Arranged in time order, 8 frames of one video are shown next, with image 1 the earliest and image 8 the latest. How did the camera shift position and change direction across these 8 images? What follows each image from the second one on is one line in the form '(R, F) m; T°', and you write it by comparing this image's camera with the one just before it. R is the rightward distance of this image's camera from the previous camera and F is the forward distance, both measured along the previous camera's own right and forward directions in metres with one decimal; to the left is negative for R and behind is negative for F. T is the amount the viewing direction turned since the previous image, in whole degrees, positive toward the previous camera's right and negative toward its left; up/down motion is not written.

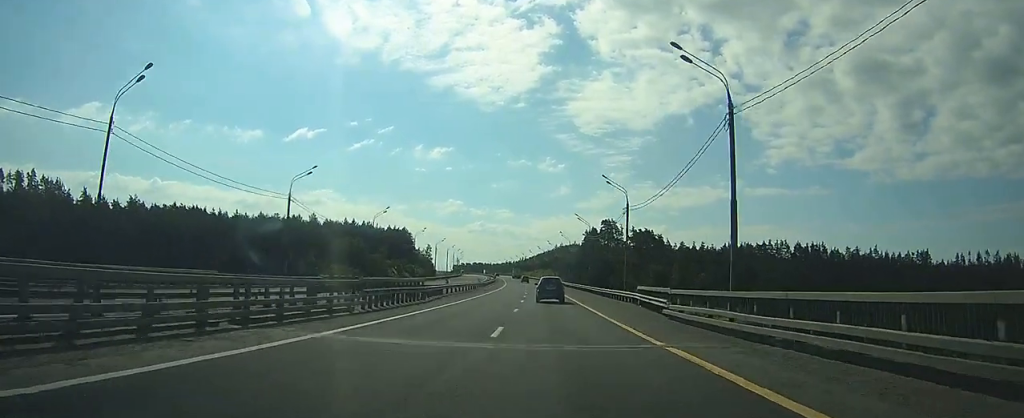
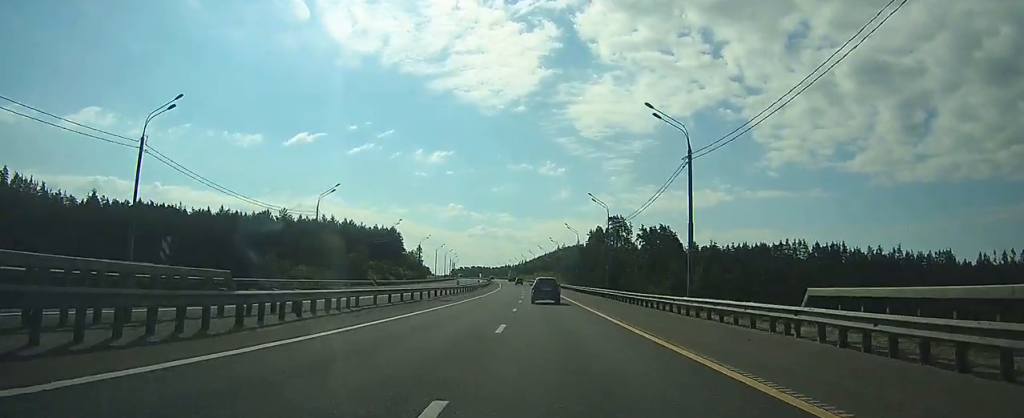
(+0.1, +22.9) m; 0°
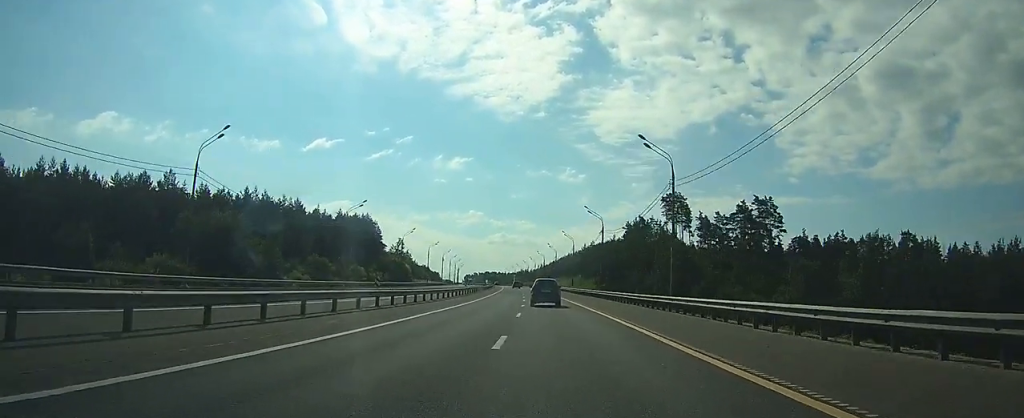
(-1.0, +63.3) m; -2°
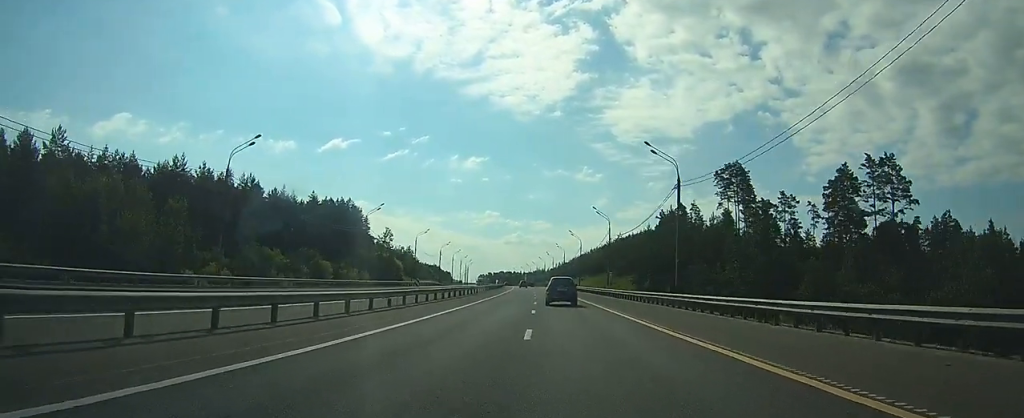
(-0.3, +33.9) m; -2°
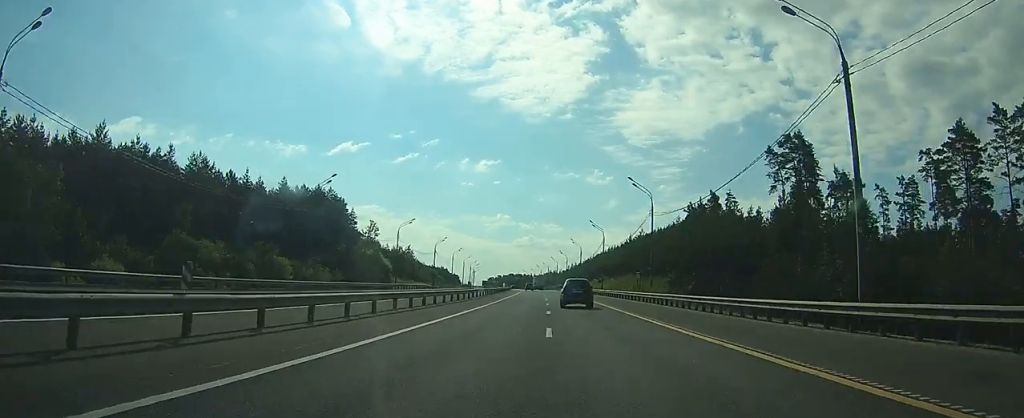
(-0.3, +23.0) m; -1°
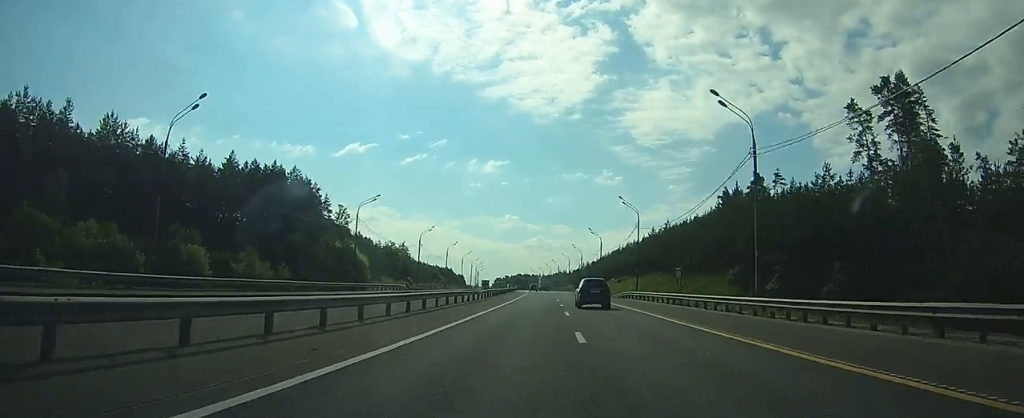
(-0.2, +25.2) m; -1°
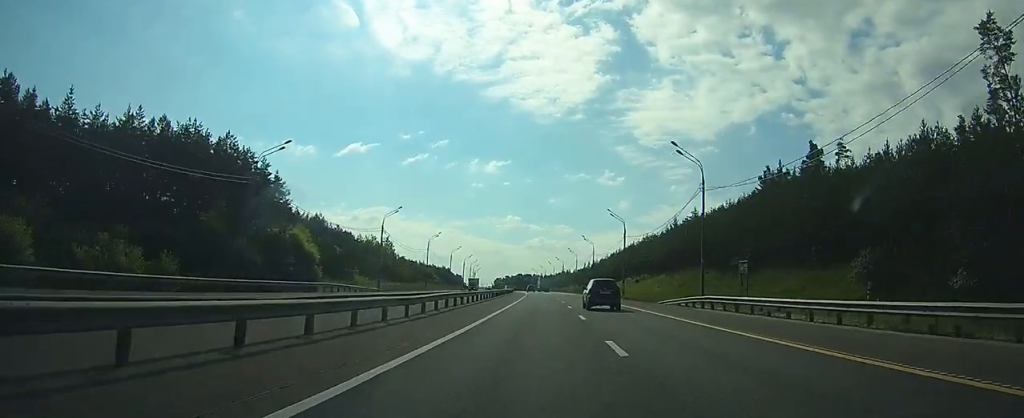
(0.0, +26.3) m; -1°
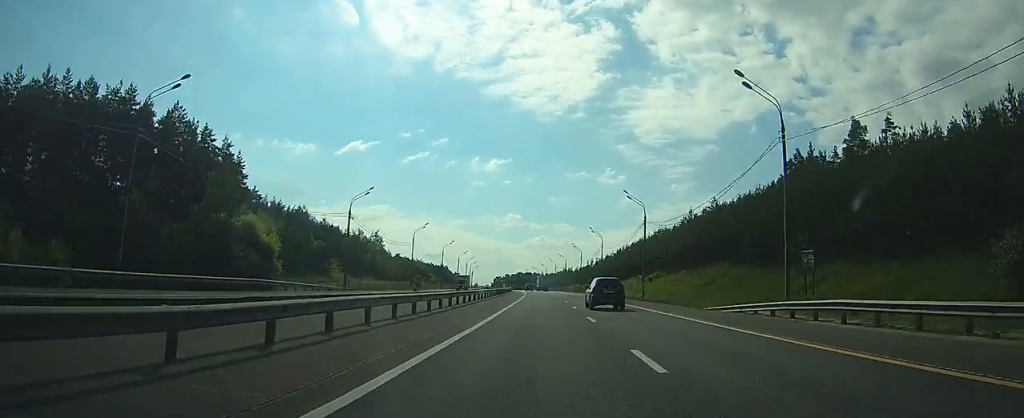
(-0.1, +14.3) m; 0°
